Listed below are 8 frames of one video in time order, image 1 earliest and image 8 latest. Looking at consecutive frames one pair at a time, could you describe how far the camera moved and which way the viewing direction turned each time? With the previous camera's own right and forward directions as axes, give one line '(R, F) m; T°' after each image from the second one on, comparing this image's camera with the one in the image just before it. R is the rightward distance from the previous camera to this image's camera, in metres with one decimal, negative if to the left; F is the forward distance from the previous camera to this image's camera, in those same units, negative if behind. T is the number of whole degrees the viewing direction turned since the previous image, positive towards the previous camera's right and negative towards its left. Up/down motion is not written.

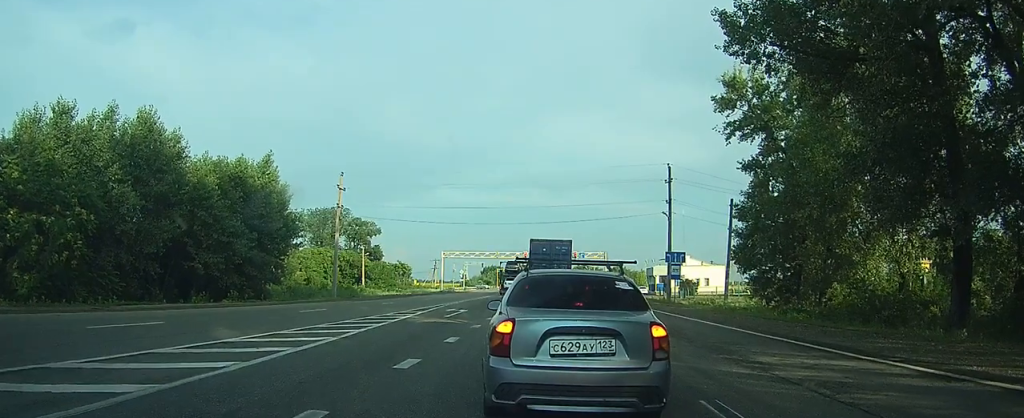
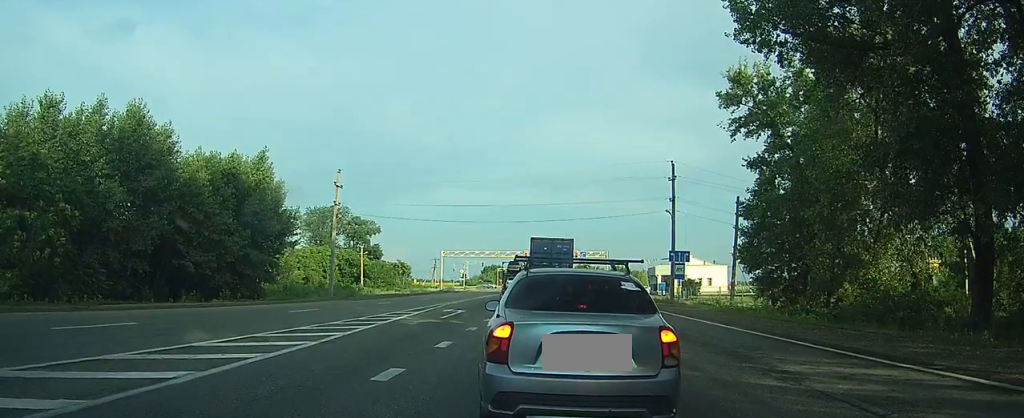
(0.0, +1.6) m; 0°
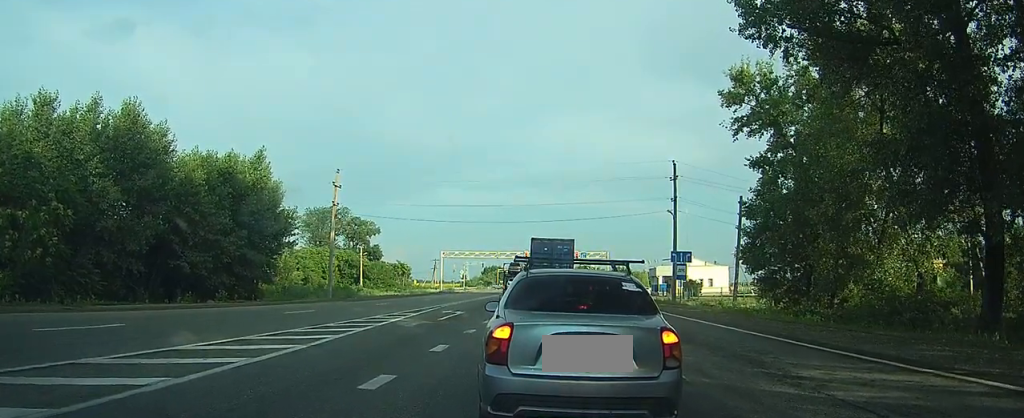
(0.0, +0.9) m; 0°
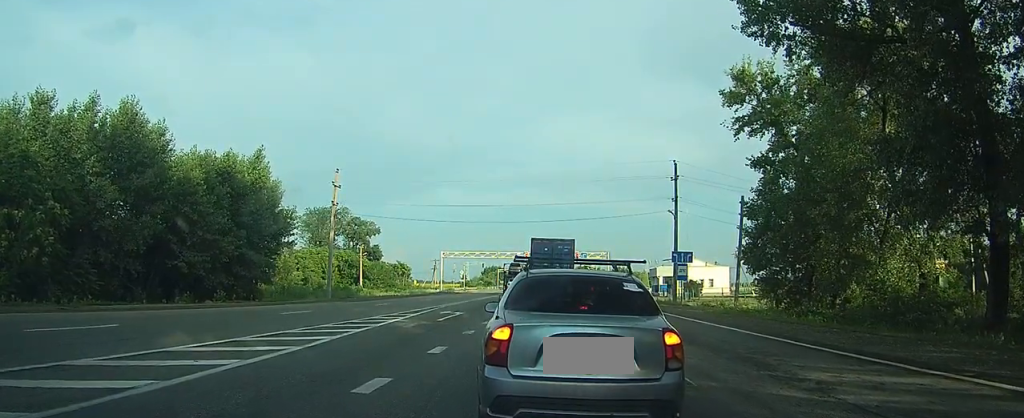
(0.0, +0.3) m; 0°
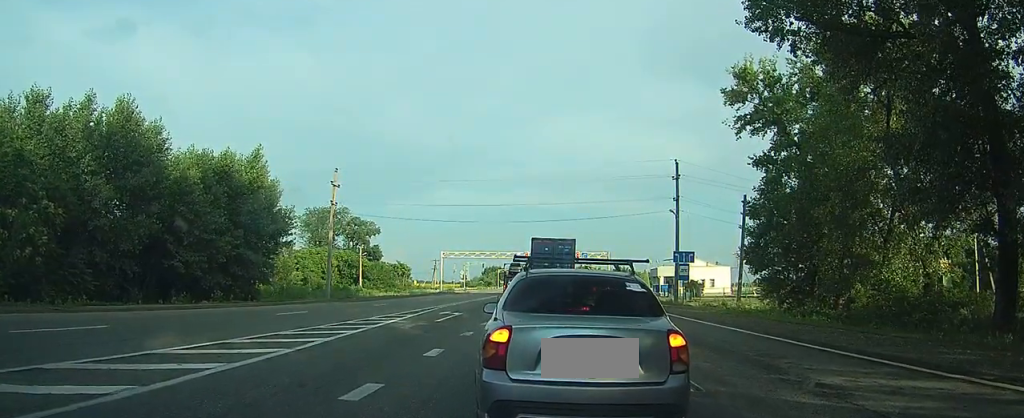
(0.0, +0.6) m; 0°
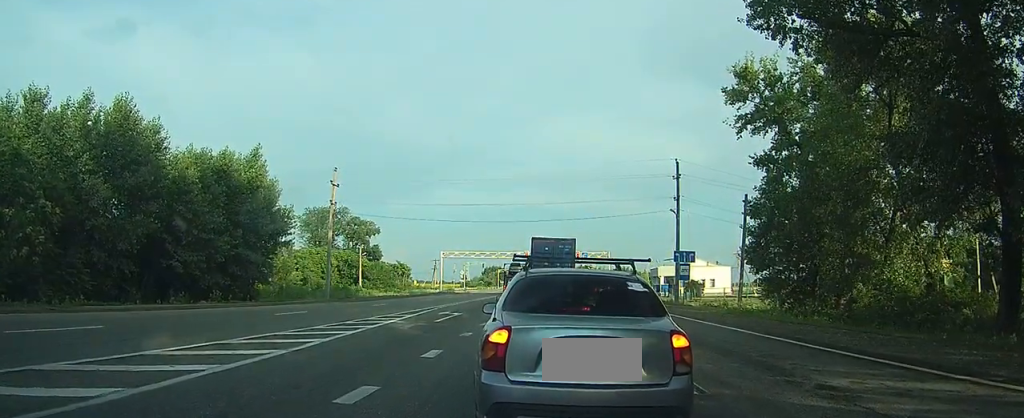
(0.0, +0.2) m; 0°
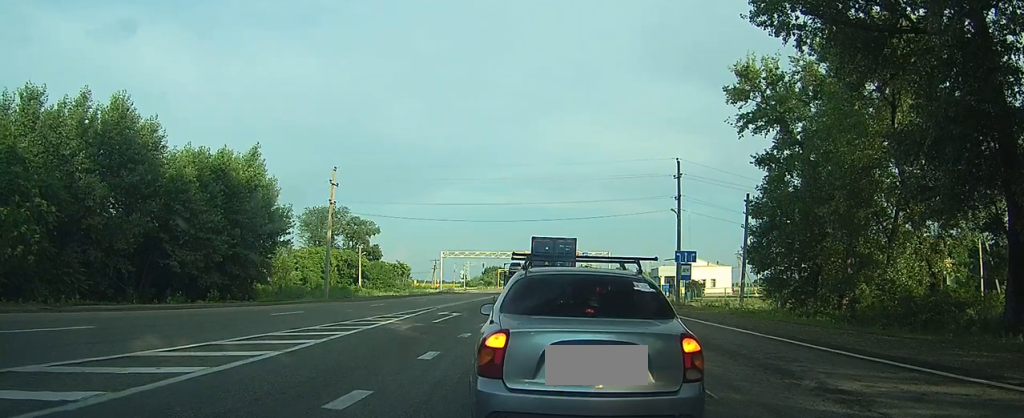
(-0.1, +0.4) m; 0°
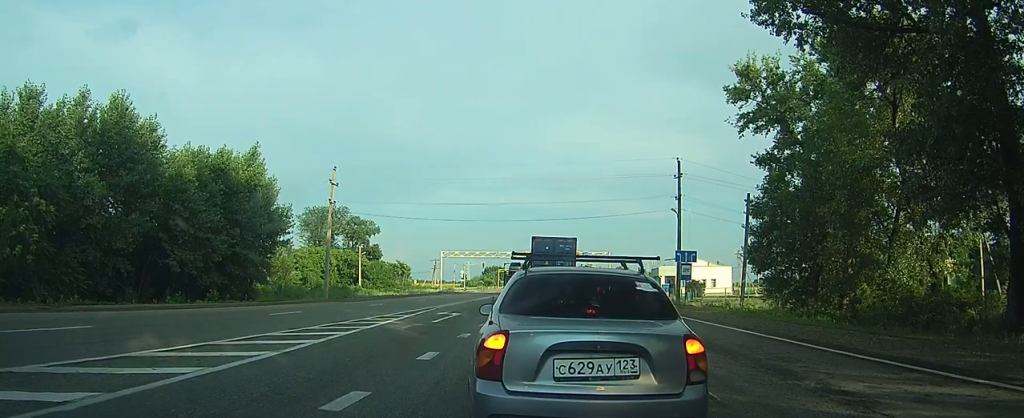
(0.0, +0.1) m; 0°
